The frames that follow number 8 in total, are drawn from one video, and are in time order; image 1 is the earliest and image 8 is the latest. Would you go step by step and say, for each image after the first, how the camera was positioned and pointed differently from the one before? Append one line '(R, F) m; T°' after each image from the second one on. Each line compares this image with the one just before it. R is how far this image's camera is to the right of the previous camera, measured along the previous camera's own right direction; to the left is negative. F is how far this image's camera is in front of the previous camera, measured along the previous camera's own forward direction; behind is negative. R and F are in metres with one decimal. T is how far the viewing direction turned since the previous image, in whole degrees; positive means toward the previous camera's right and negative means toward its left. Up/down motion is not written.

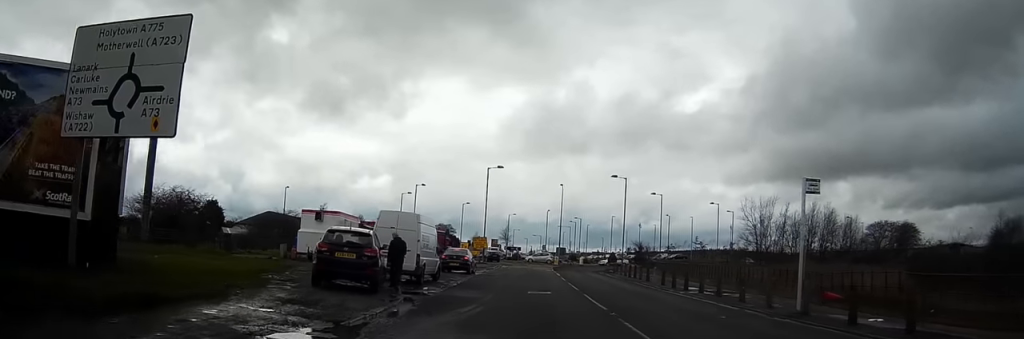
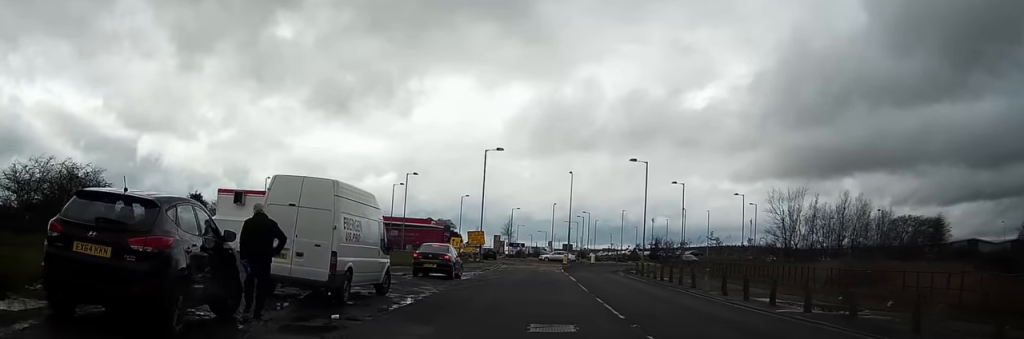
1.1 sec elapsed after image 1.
(-0.3, +12.0) m; -2°
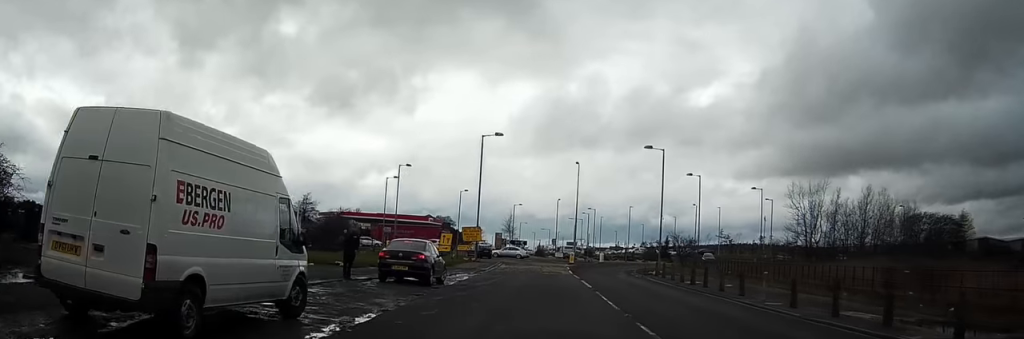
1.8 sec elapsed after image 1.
(0.0, +7.7) m; 0°
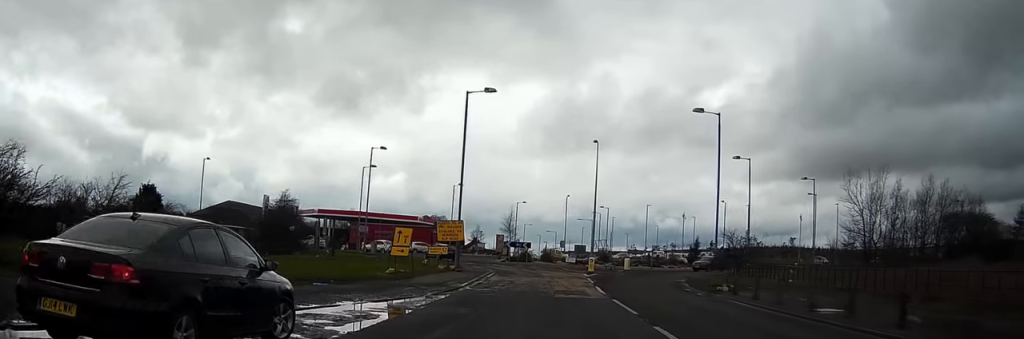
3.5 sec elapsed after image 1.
(0.0, +18.1) m; -1°
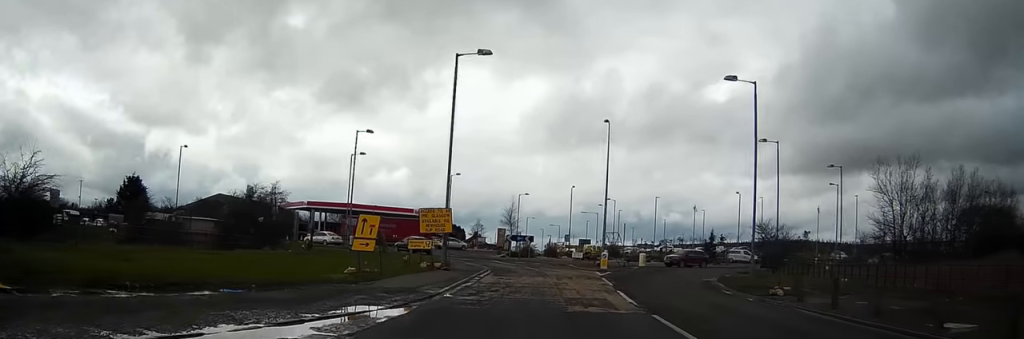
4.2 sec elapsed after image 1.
(-0.1, +7.3) m; -1°
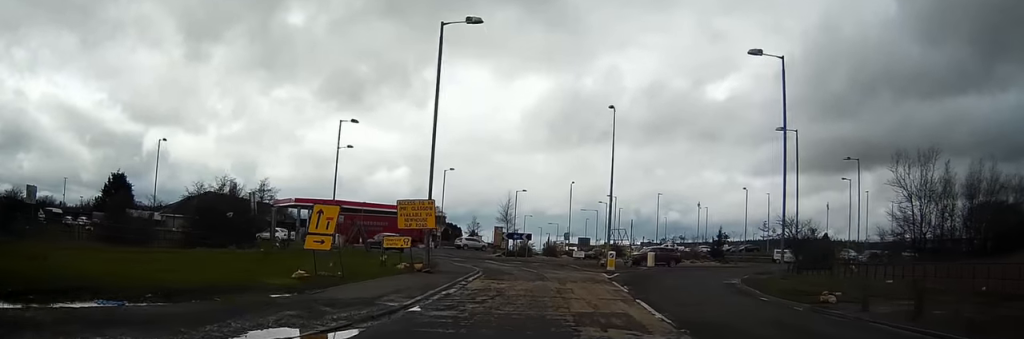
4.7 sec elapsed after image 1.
(0.0, +4.8) m; 0°
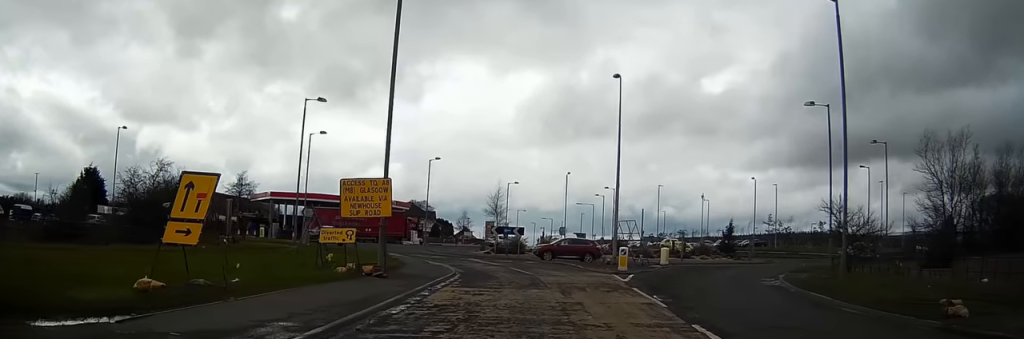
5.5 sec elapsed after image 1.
(0.0, +7.5) m; -1°
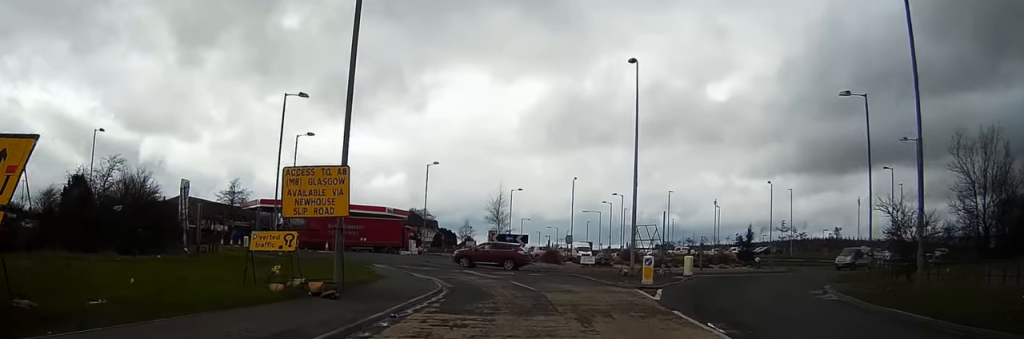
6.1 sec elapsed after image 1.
(0.0, +5.4) m; -1°
